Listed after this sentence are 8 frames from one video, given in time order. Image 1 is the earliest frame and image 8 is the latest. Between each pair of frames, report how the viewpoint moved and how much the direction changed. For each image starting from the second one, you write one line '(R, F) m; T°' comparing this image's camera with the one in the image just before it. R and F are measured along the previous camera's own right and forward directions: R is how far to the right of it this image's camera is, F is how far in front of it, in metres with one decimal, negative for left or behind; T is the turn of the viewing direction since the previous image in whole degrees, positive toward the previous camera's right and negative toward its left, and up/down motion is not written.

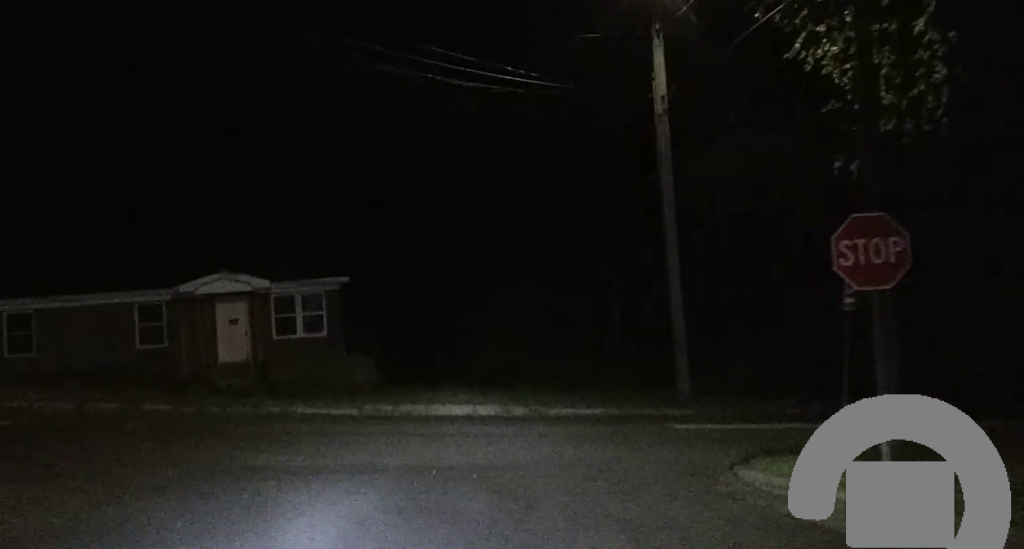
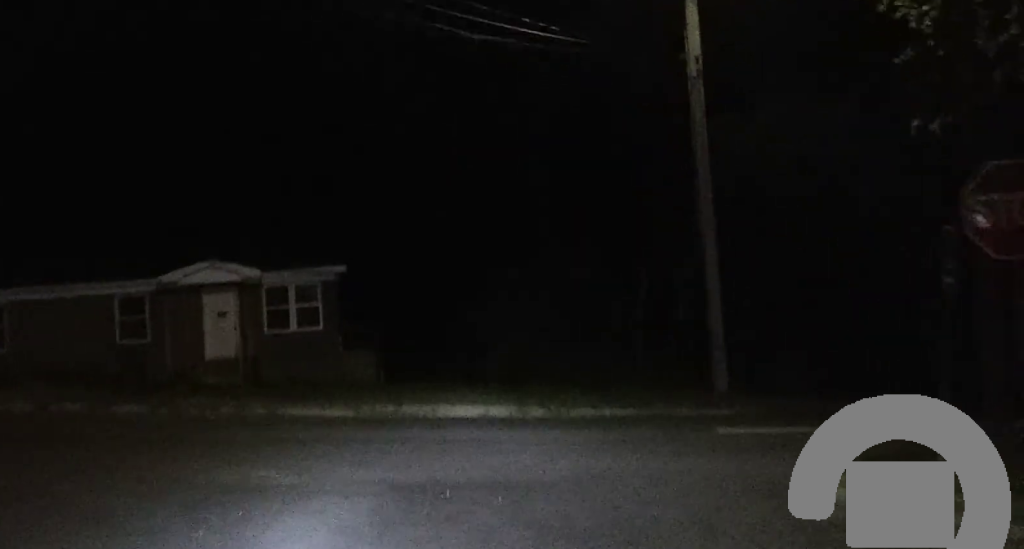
(-0.1, +2.9) m; -2°
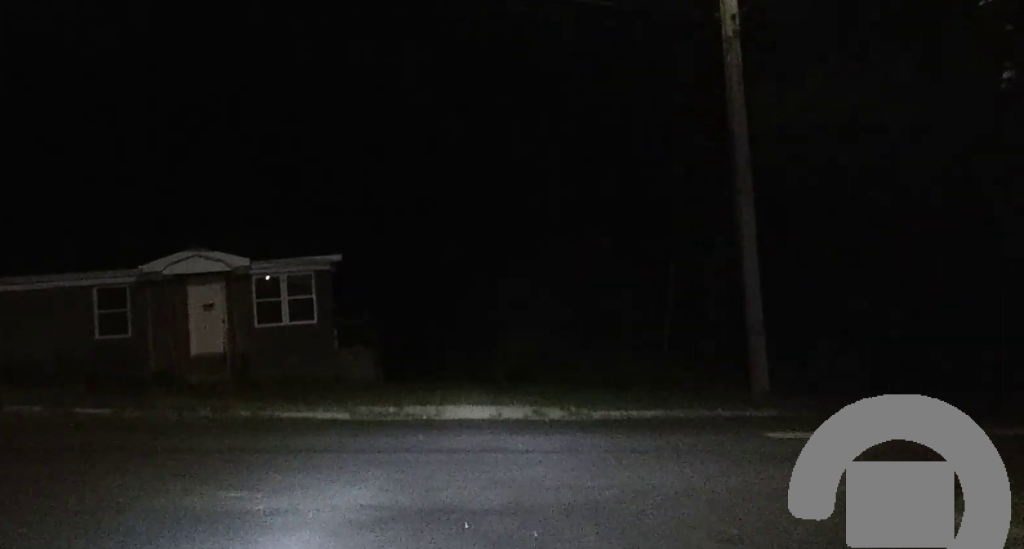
(-0.1, +2.7) m; -2°
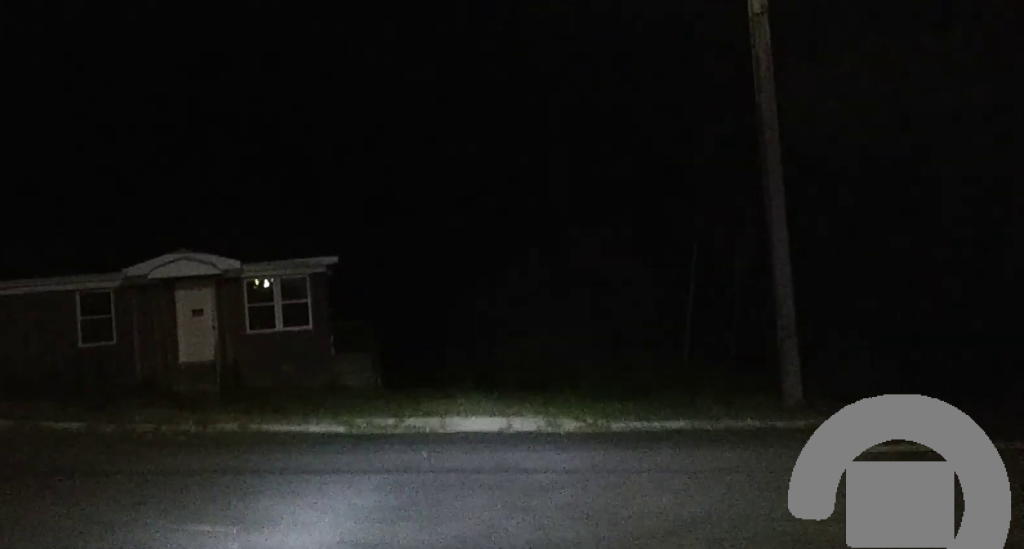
(0.0, +1.7) m; 0°
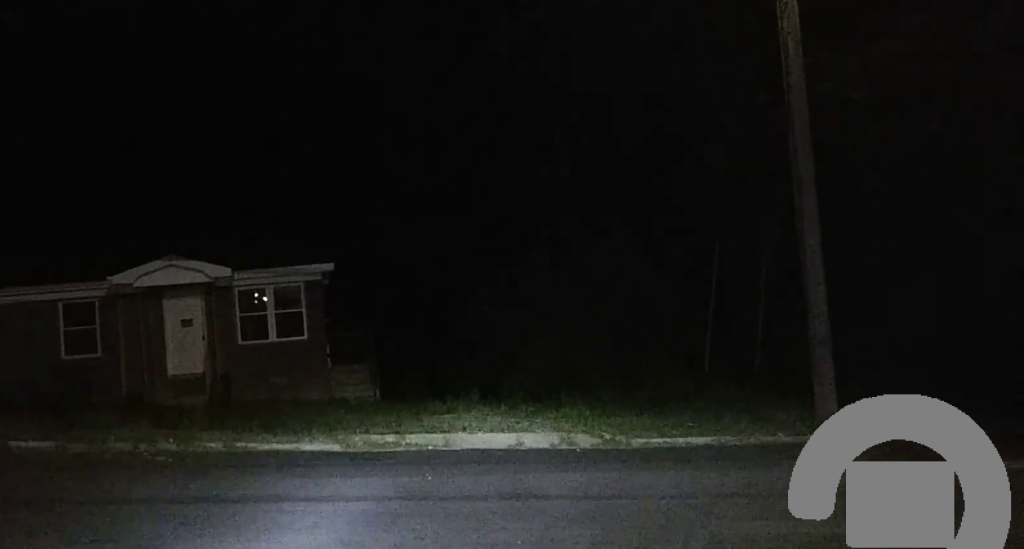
(0.0, +1.6) m; 0°
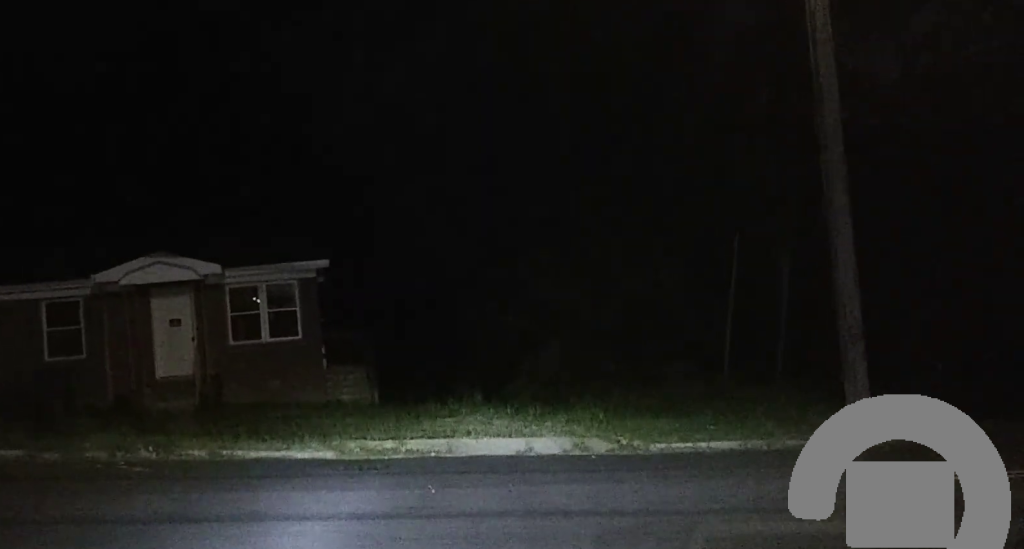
(0.0, +1.5) m; 0°
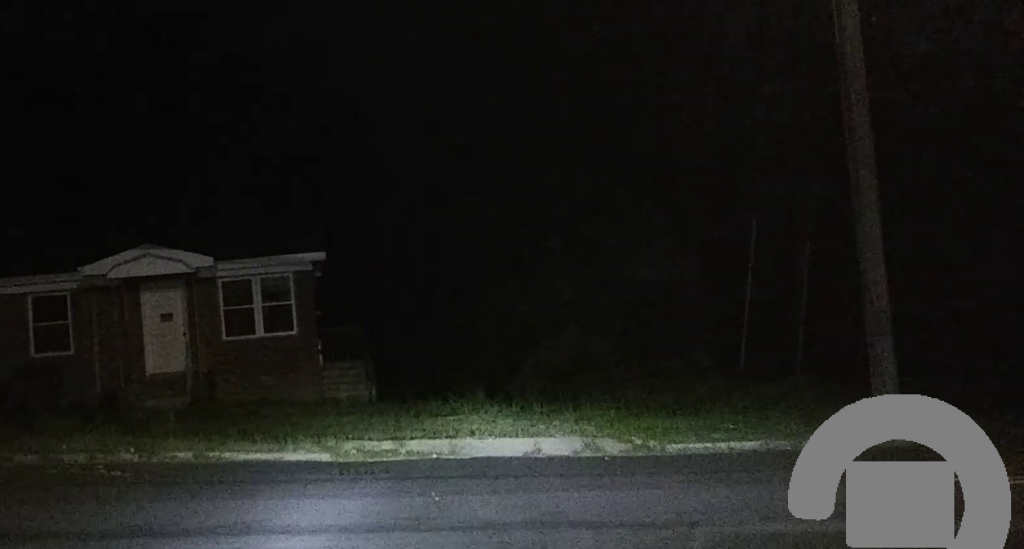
(0.0, +1.4) m; 0°
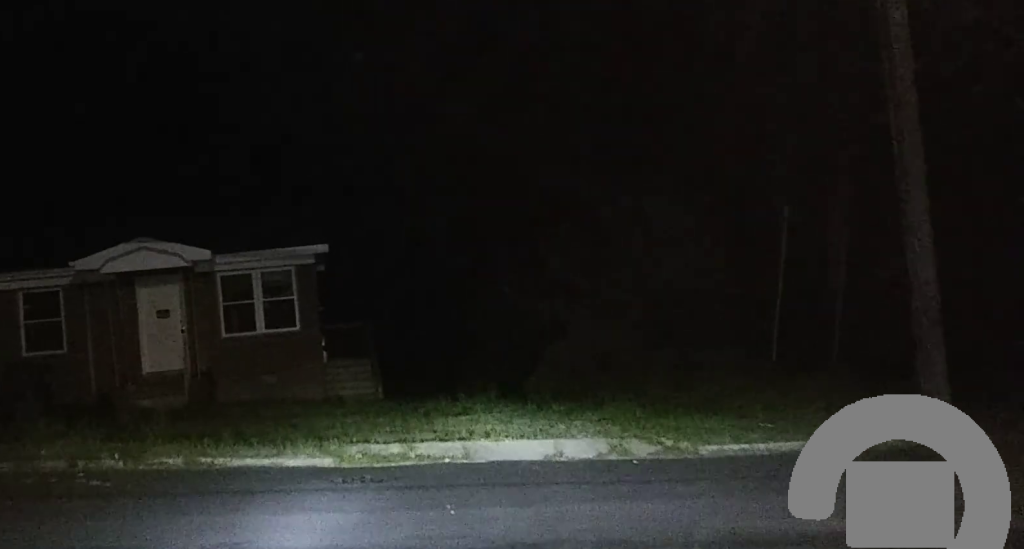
(0.0, +1.4) m; -1°
